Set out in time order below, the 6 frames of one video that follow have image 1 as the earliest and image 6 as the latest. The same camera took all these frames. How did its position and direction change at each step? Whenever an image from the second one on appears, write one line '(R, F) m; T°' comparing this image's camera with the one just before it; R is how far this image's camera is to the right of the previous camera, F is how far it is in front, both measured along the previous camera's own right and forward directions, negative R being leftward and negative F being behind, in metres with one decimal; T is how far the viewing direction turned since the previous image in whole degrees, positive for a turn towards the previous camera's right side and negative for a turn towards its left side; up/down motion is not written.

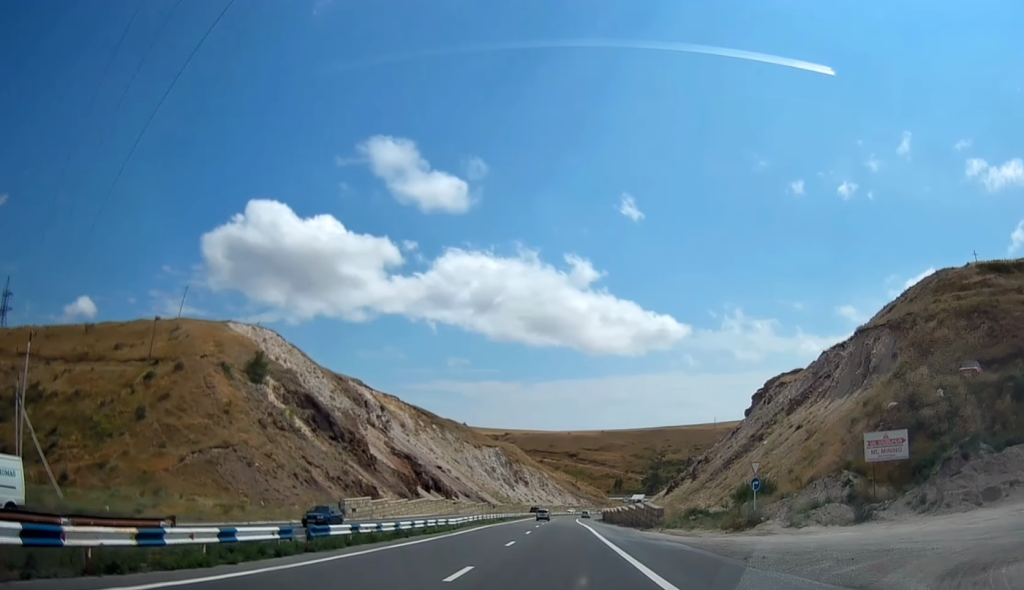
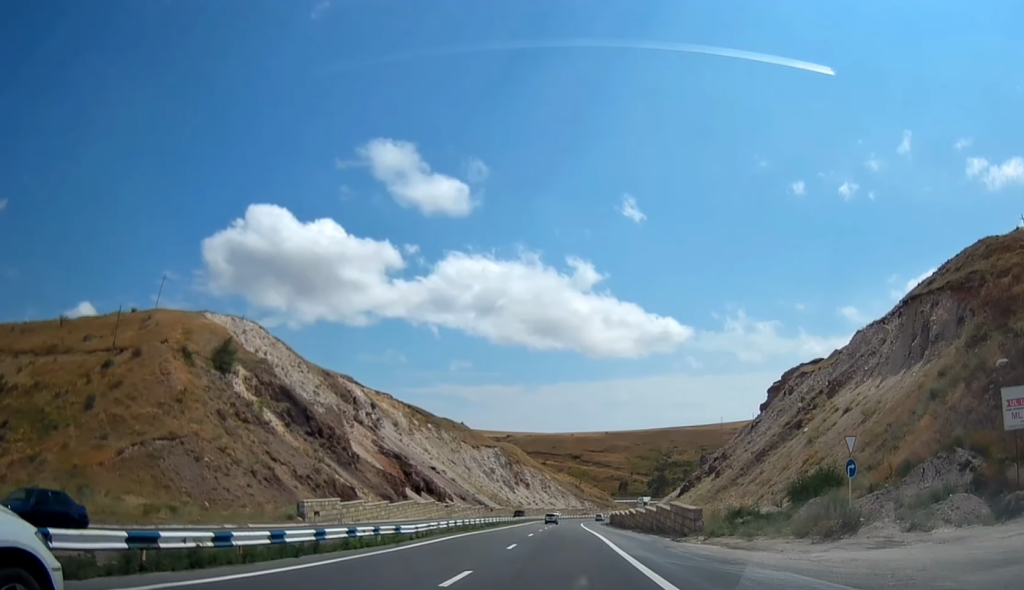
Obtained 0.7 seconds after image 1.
(+0.3, +12.5) m; +1°
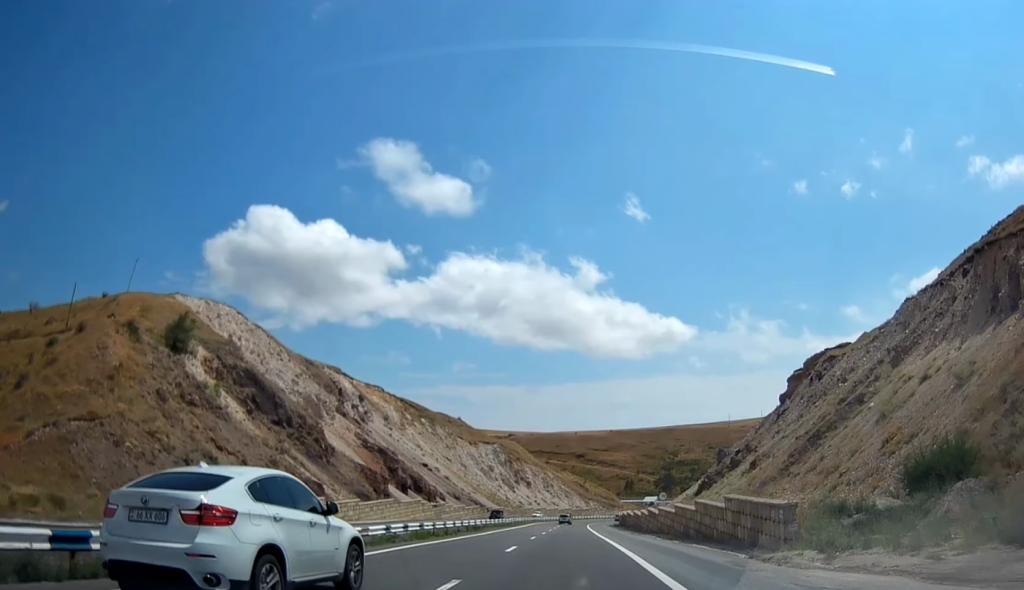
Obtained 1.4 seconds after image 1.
(+0.1, +14.1) m; -1°
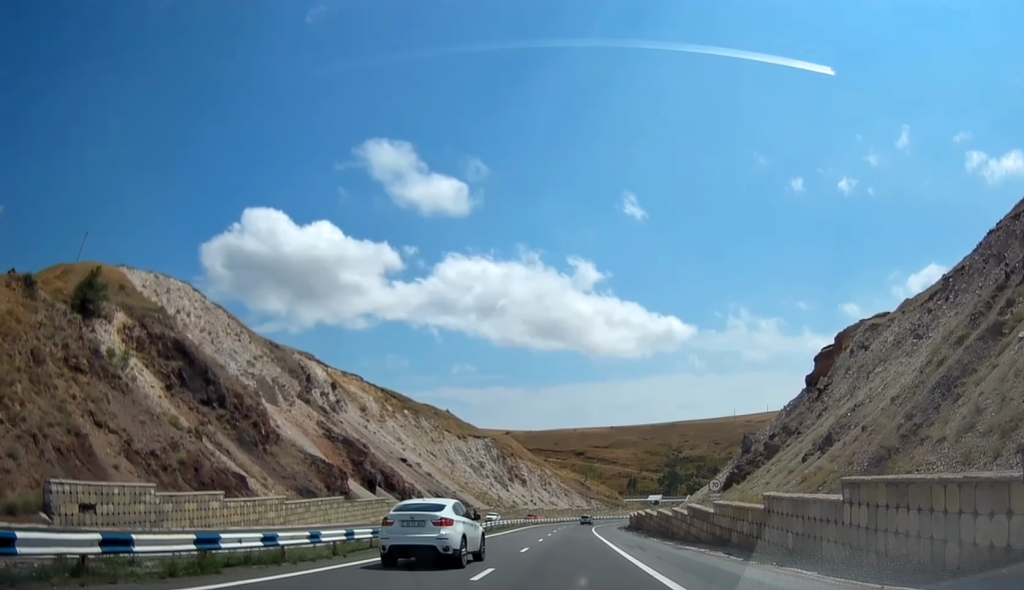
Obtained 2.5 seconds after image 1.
(-0.4, +19.9) m; -2°
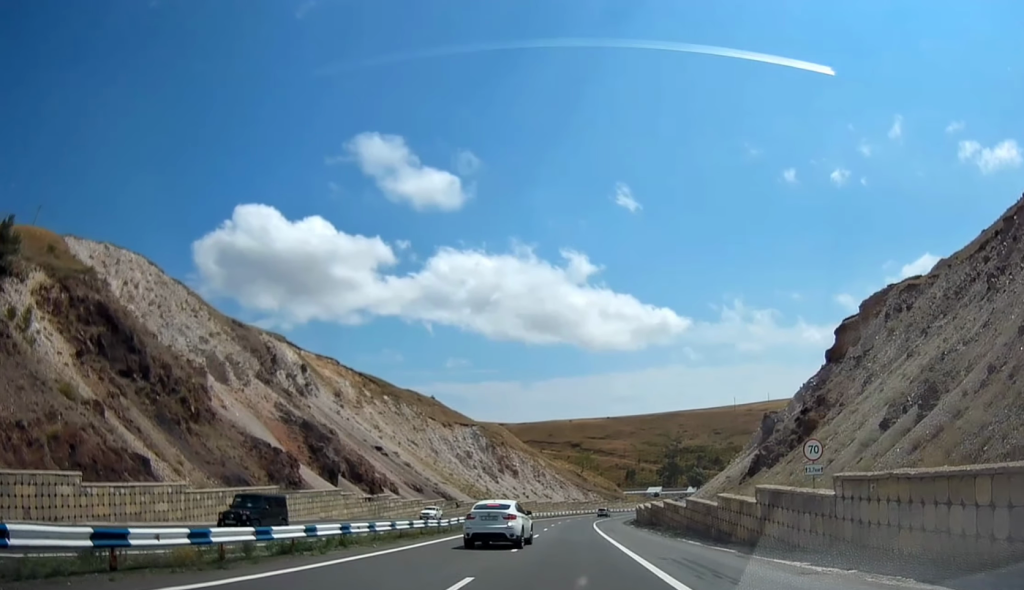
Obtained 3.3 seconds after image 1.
(-0.2, +15.3) m; 0°
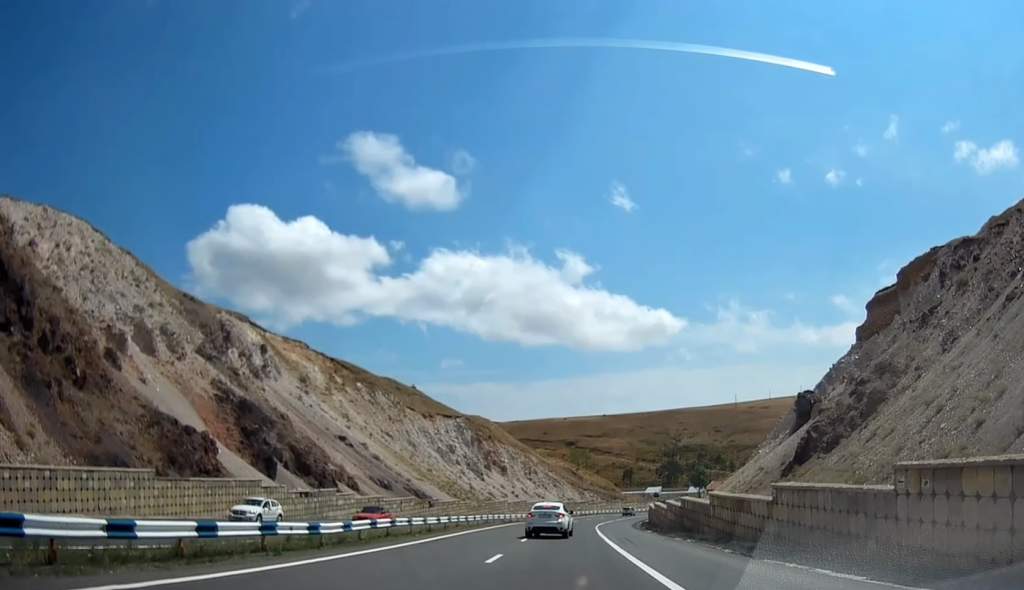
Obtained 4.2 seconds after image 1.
(+0.2, +17.7) m; +1°
